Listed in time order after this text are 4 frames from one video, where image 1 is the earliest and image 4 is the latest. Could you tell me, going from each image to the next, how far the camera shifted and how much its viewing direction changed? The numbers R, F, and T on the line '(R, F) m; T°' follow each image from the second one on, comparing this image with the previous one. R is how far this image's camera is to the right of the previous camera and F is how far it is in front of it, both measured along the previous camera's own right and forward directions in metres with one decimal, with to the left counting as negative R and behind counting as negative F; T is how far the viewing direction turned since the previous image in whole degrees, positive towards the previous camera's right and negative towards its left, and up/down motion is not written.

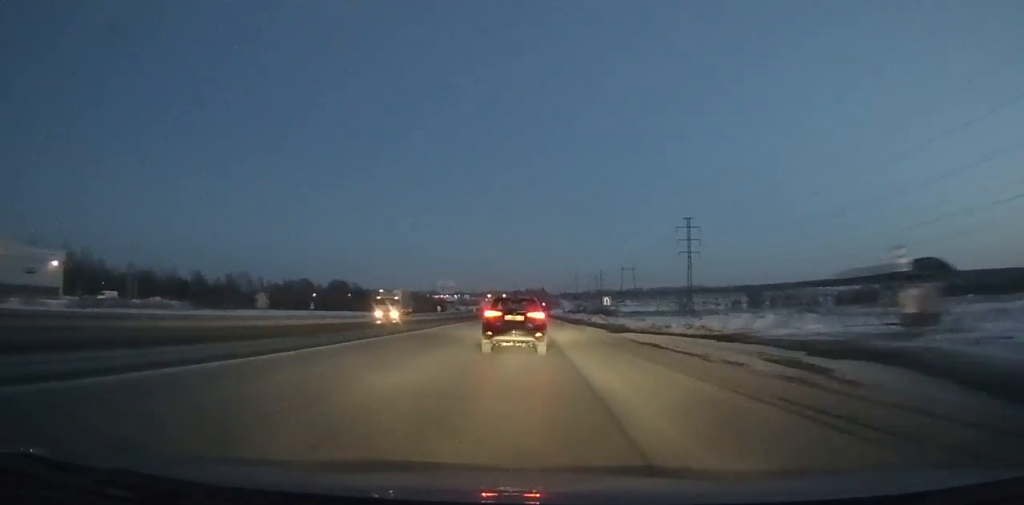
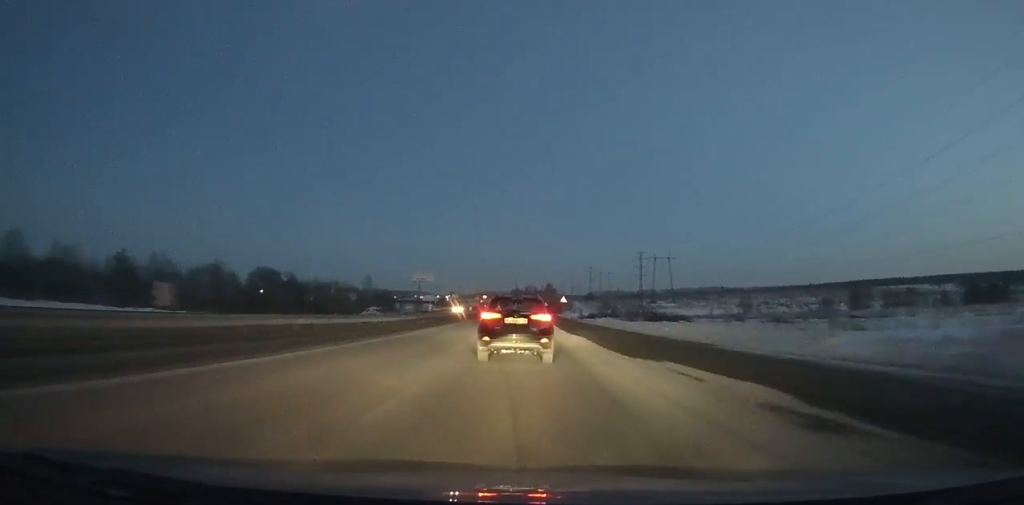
(-0.4, +110.1) m; 0°
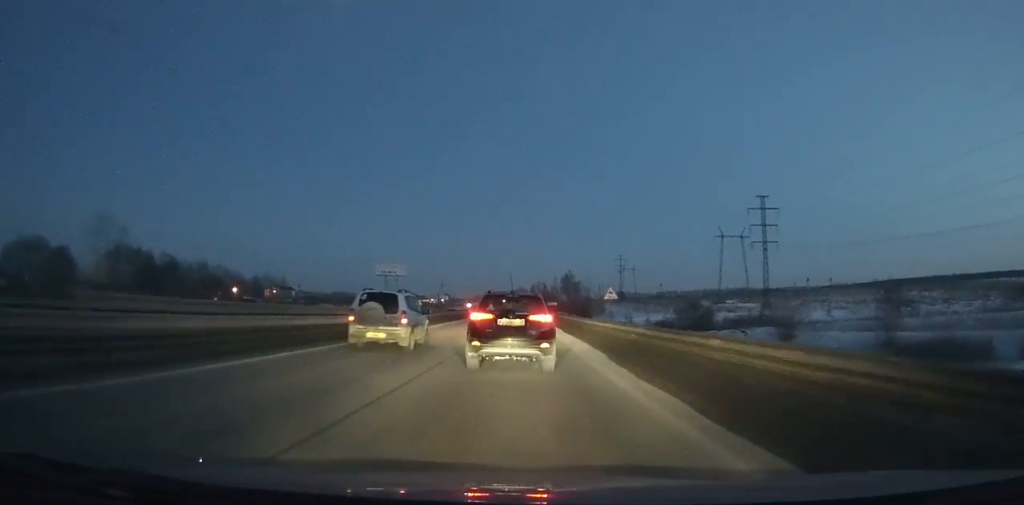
(-0.7, +105.0) m; -1°
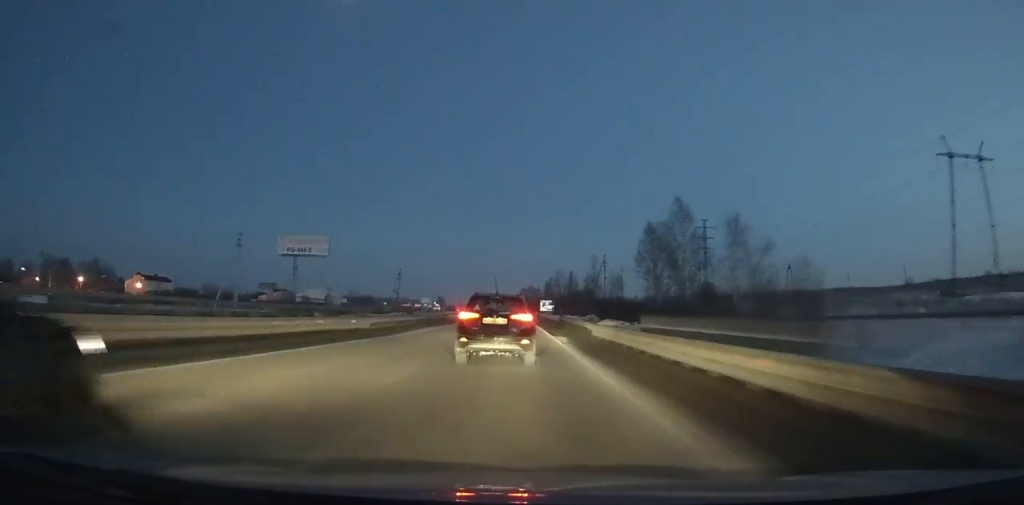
(-0.8, +129.6) m; -1°
